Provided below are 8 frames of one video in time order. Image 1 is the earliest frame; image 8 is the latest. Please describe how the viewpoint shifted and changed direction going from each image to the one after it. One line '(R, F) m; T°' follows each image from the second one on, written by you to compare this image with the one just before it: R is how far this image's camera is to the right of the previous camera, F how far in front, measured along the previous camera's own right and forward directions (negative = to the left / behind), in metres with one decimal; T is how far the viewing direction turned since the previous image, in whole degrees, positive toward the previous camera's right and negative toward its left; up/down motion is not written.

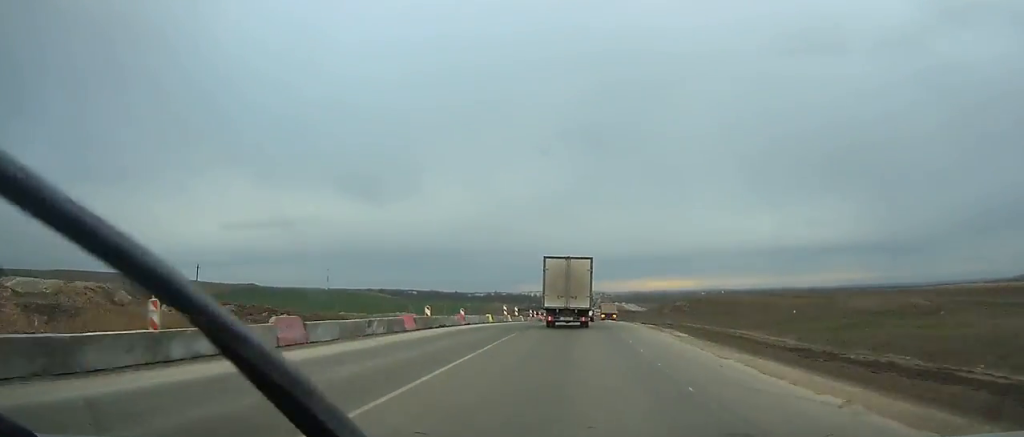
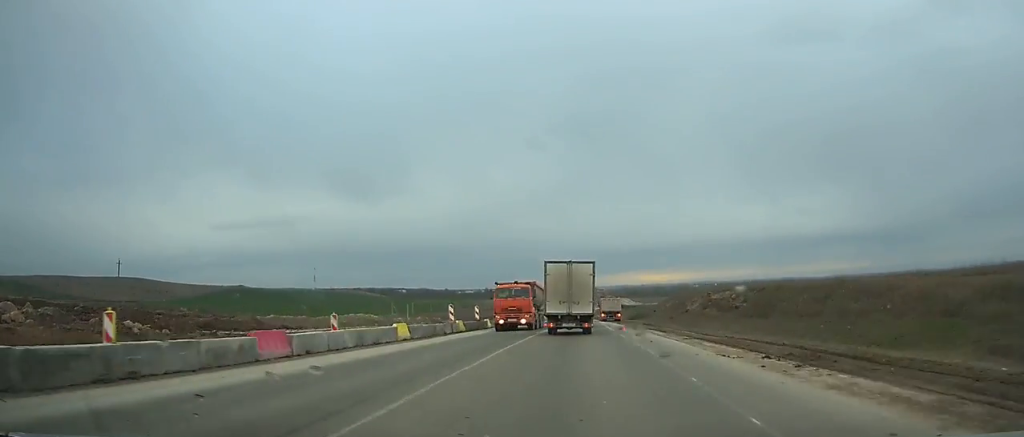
(+0.1, +24.1) m; 0°
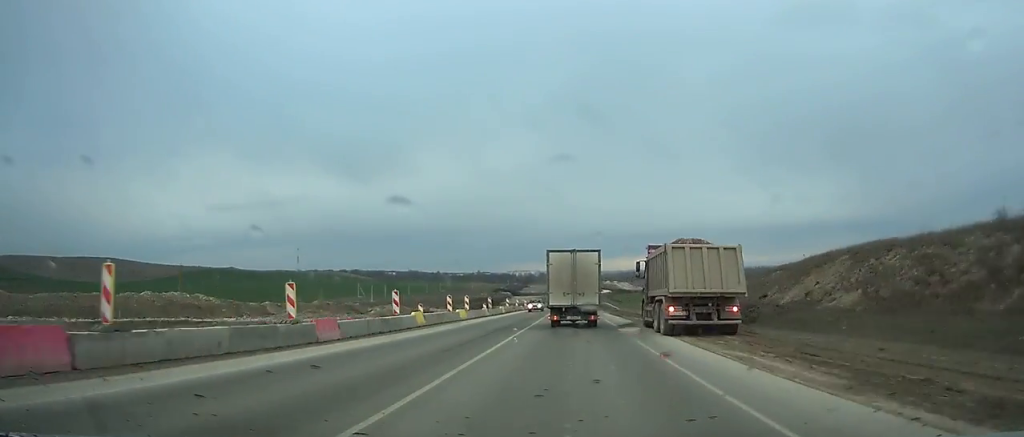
(+0.3, +57.5) m; +1°
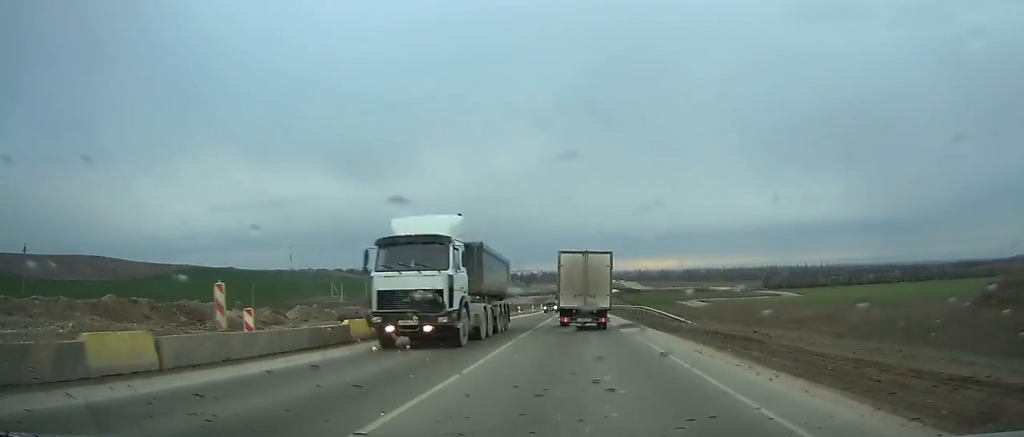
(+0.4, +45.2) m; +1°
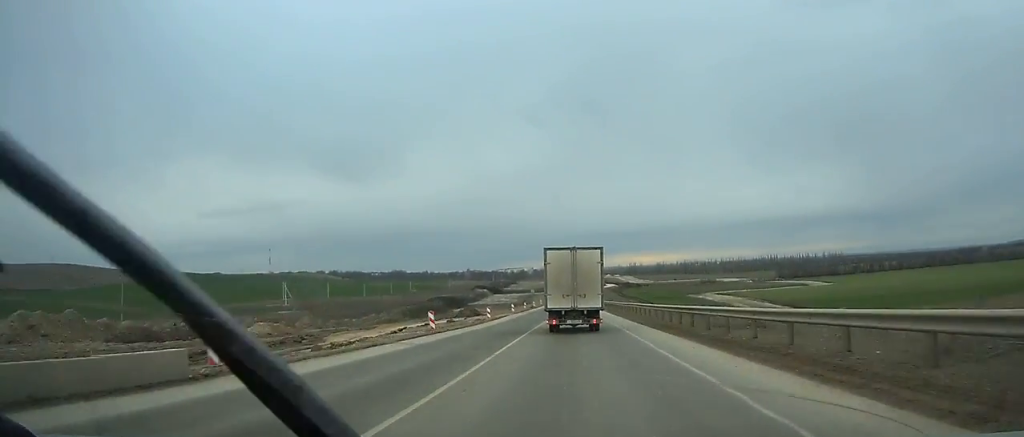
(+0.4, +45.7) m; 0°
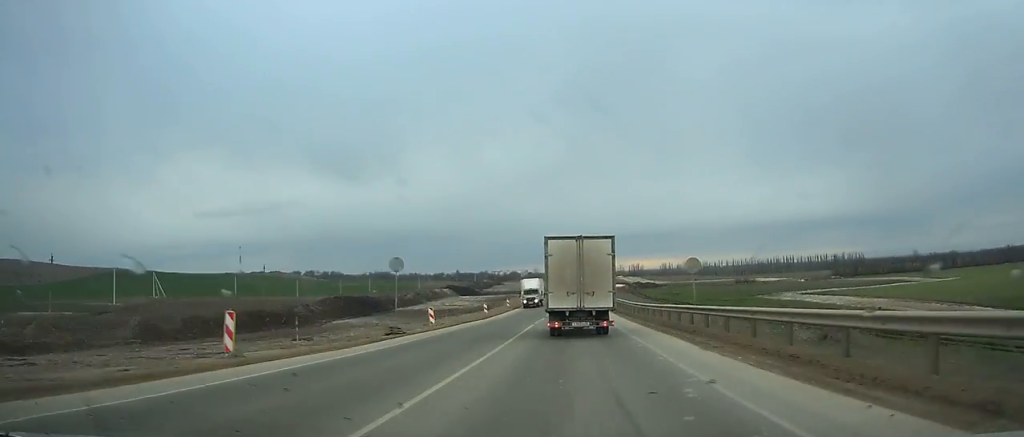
(-0.2, +85.5) m; 0°
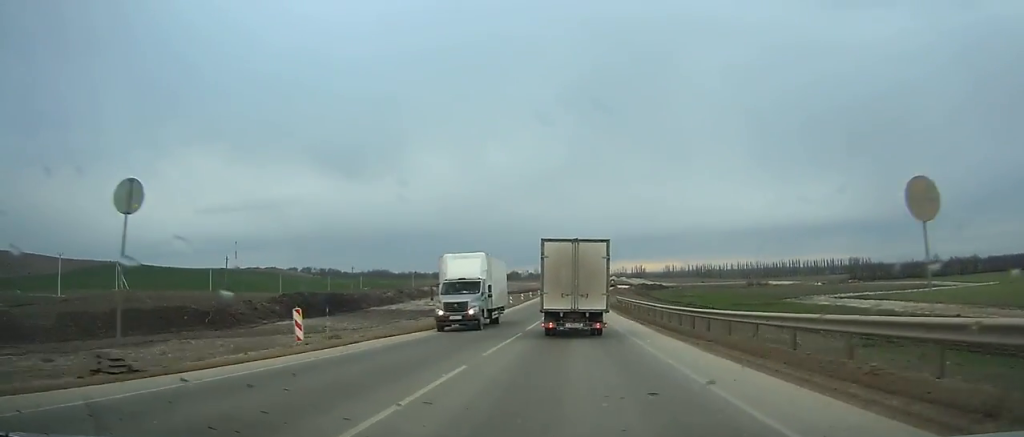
(+0.1, +18.4) m; 0°
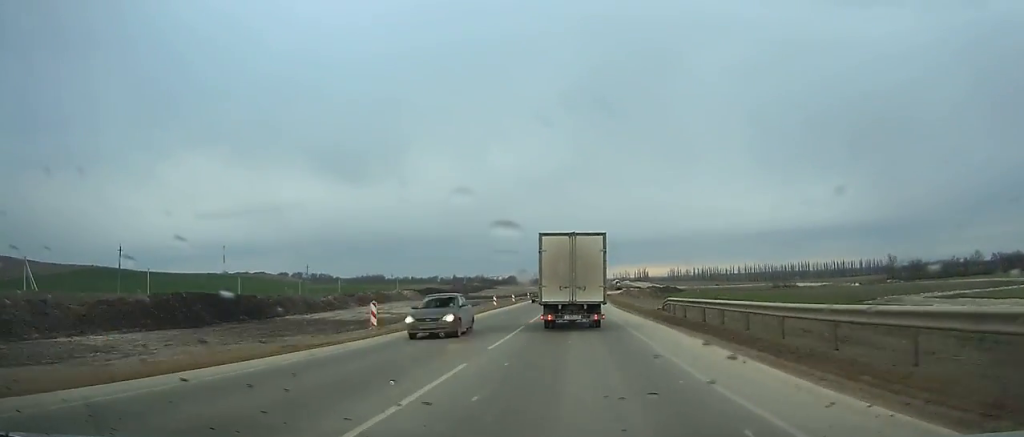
(+0.2, +35.4) m; 0°
